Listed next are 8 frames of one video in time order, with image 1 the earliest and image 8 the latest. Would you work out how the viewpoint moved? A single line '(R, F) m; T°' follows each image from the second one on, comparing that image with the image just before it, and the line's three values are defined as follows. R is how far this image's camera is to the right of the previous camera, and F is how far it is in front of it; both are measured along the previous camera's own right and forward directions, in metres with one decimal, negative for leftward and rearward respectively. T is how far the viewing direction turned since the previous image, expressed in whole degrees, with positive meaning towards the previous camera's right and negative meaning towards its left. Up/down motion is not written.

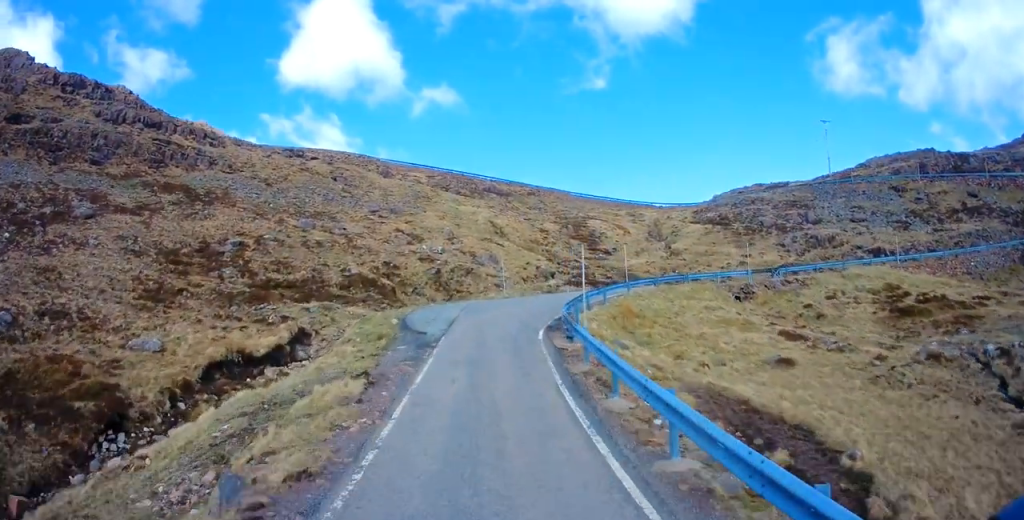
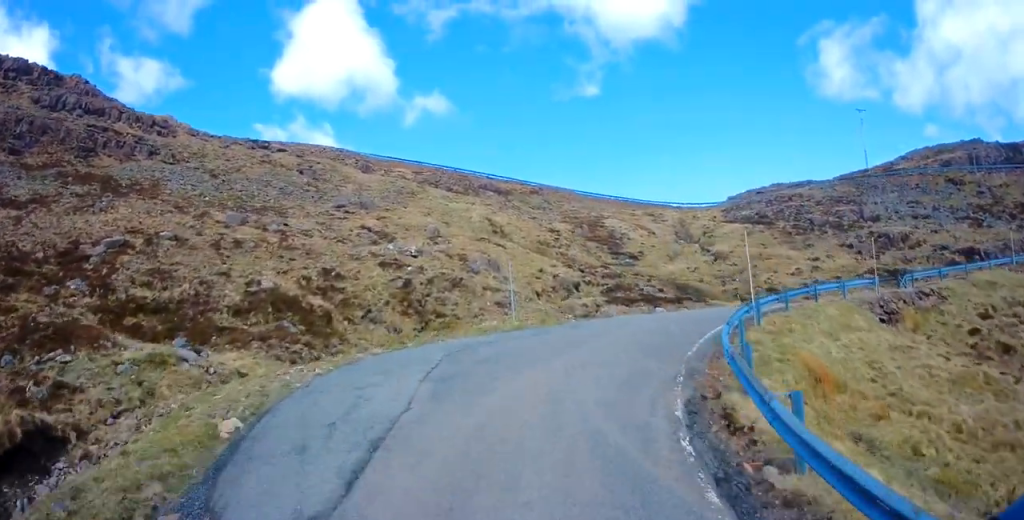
(0.0, +14.3) m; +2°
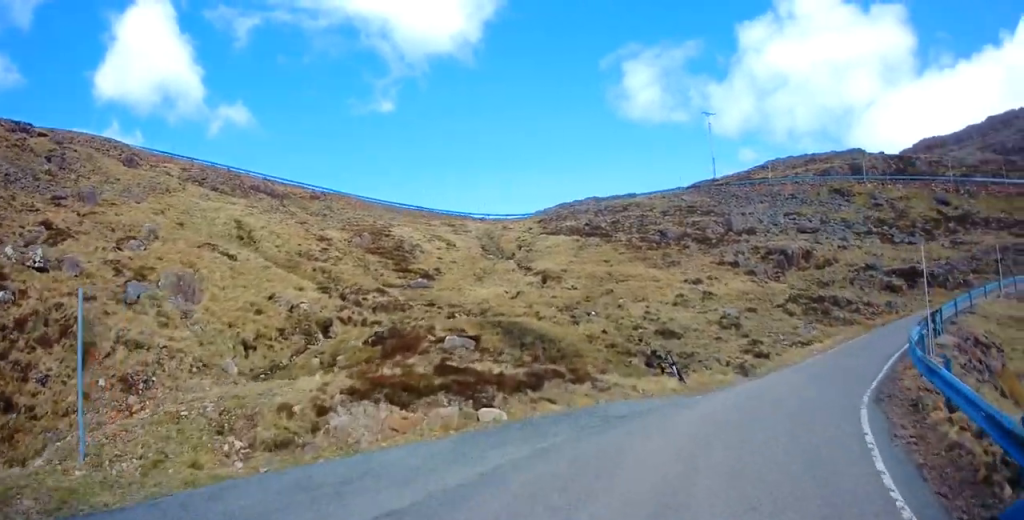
(+2.9, +15.0) m; +32°
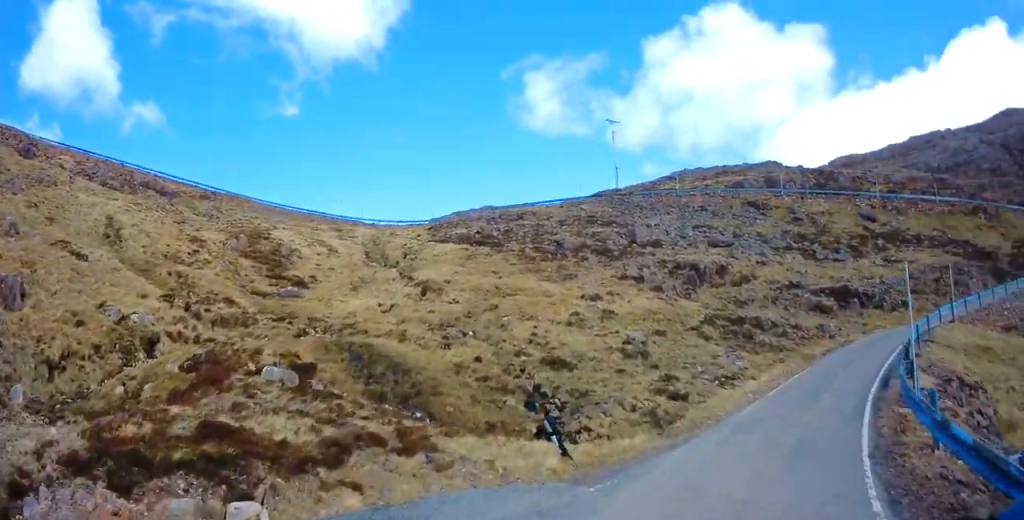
(+0.3, +3.7) m; +11°
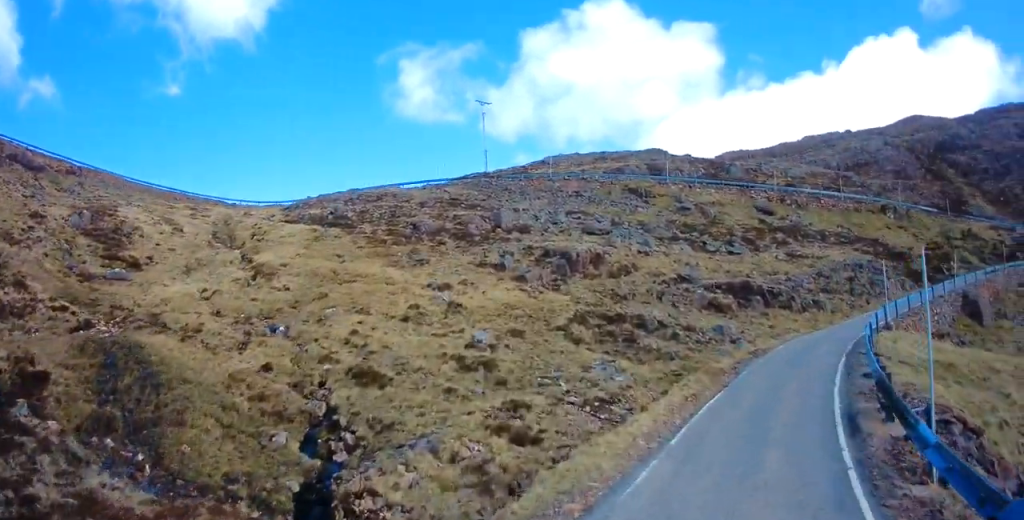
(+0.5, +4.7) m; +12°
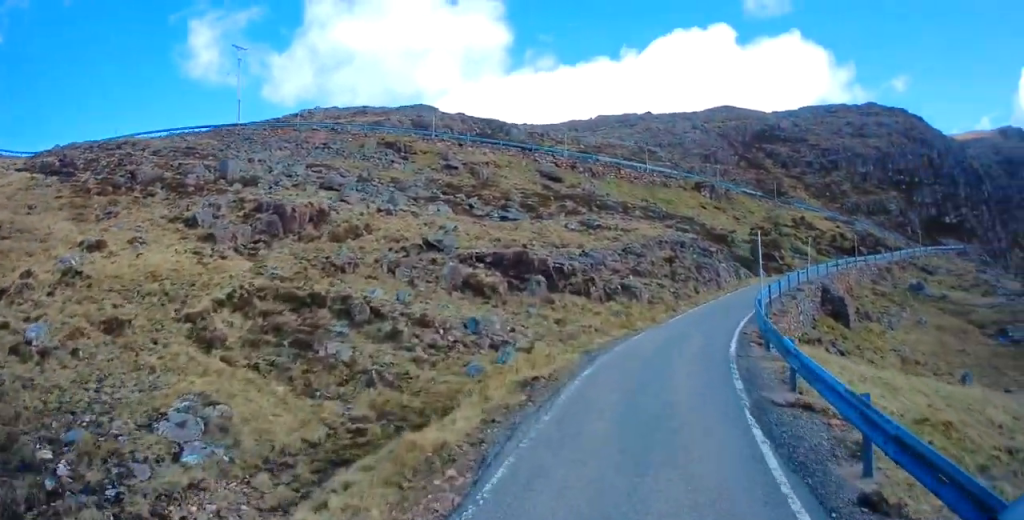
(+1.7, +8.7) m; +22°
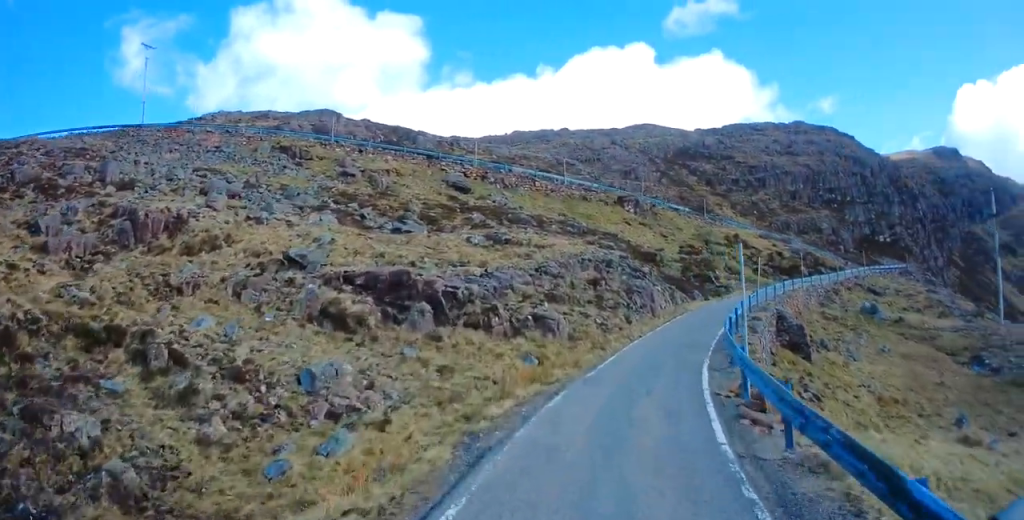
(+0.7, +4.8) m; +6°
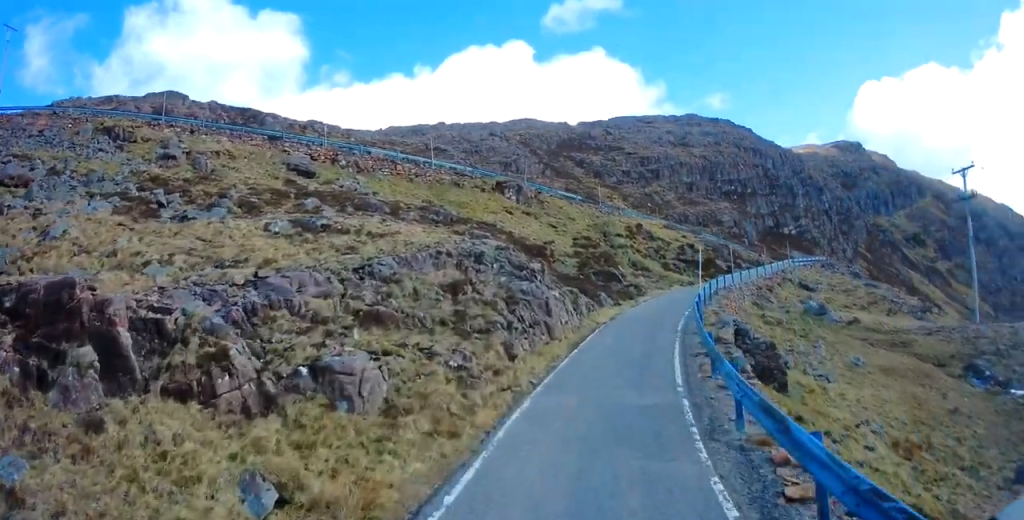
(+0.6, +8.9) m; +4°
